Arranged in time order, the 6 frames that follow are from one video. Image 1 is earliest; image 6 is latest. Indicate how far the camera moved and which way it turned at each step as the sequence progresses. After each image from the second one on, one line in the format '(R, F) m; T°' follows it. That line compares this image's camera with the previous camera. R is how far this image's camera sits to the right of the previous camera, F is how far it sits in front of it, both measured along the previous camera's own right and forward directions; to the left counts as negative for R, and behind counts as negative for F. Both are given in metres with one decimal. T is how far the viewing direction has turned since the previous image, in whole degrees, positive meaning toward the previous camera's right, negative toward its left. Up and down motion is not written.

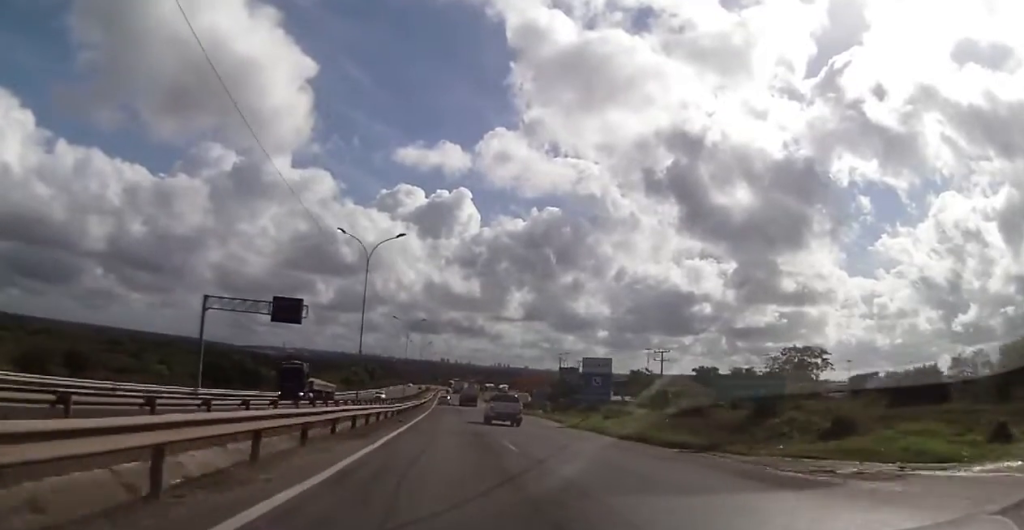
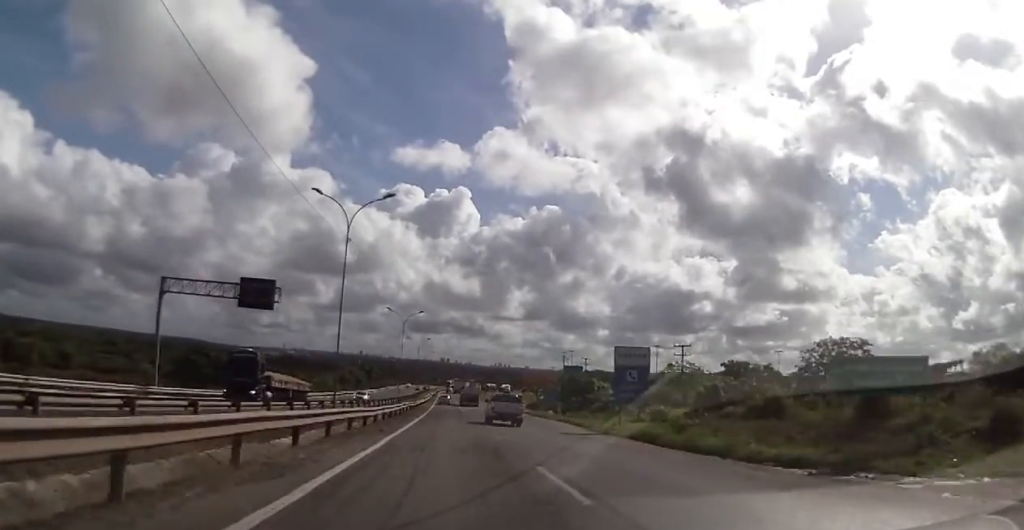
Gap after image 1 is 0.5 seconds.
(0.0, +9.0) m; +1°
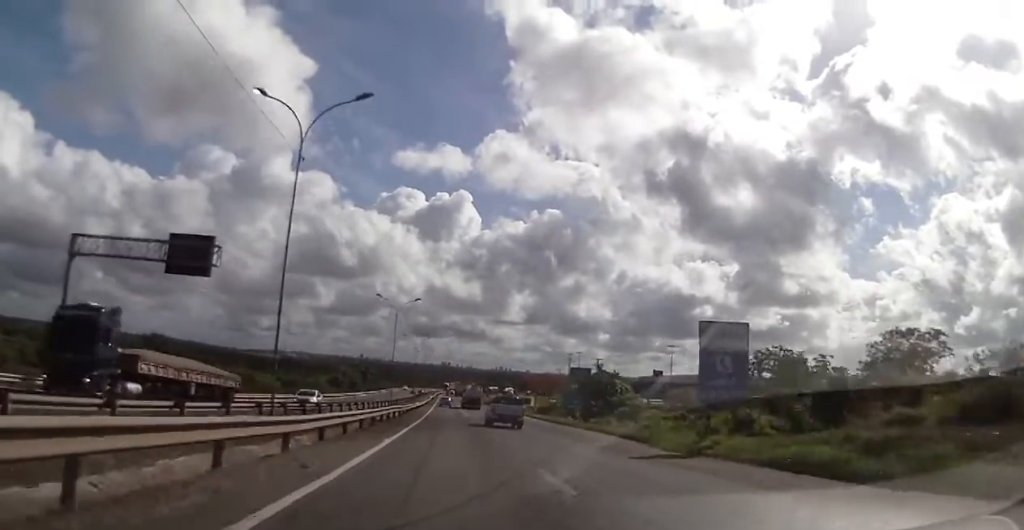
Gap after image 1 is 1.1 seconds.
(-0.2, +12.8) m; +1°
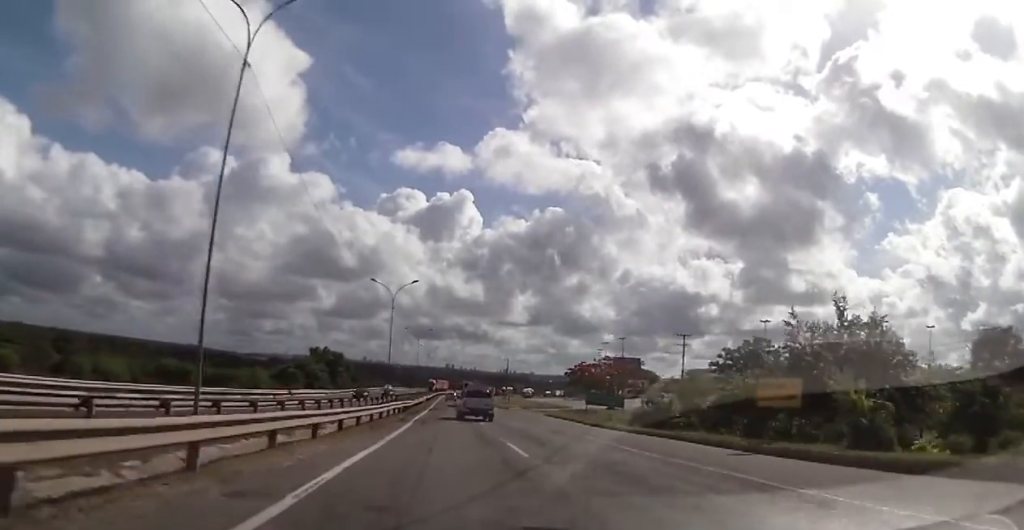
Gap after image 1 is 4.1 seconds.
(-0.3, +57.6) m; -1°
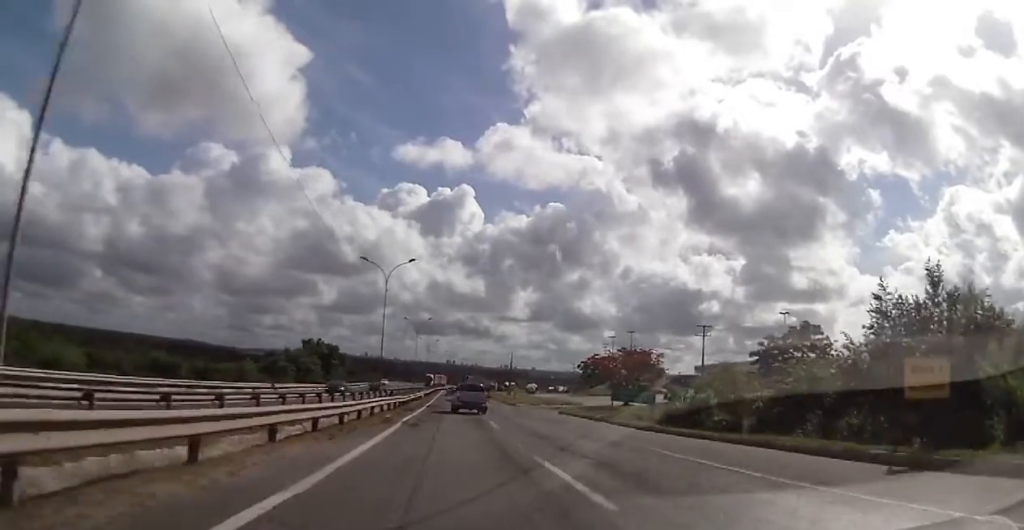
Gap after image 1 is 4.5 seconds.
(-0.1, +8.2) m; -1°
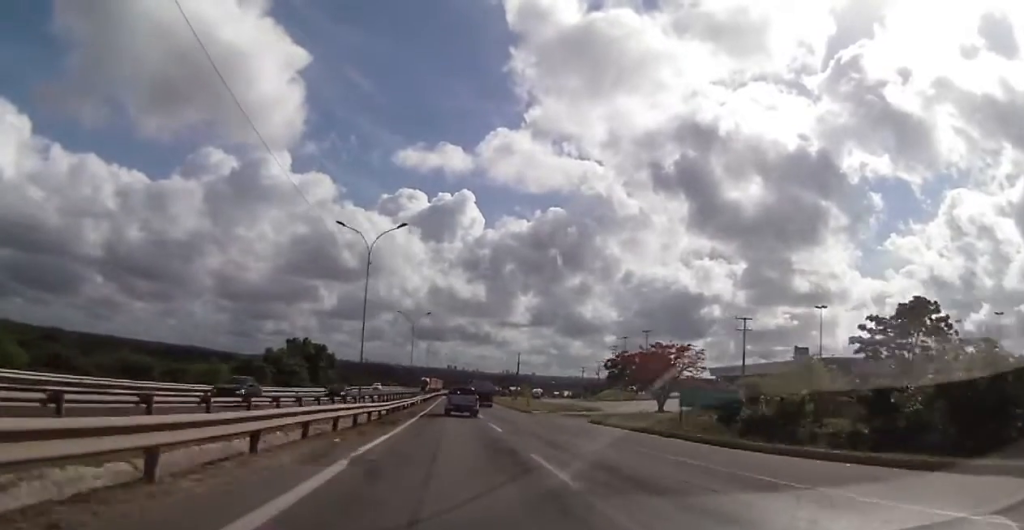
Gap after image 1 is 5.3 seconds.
(-0.1, +13.8) m; -1°
